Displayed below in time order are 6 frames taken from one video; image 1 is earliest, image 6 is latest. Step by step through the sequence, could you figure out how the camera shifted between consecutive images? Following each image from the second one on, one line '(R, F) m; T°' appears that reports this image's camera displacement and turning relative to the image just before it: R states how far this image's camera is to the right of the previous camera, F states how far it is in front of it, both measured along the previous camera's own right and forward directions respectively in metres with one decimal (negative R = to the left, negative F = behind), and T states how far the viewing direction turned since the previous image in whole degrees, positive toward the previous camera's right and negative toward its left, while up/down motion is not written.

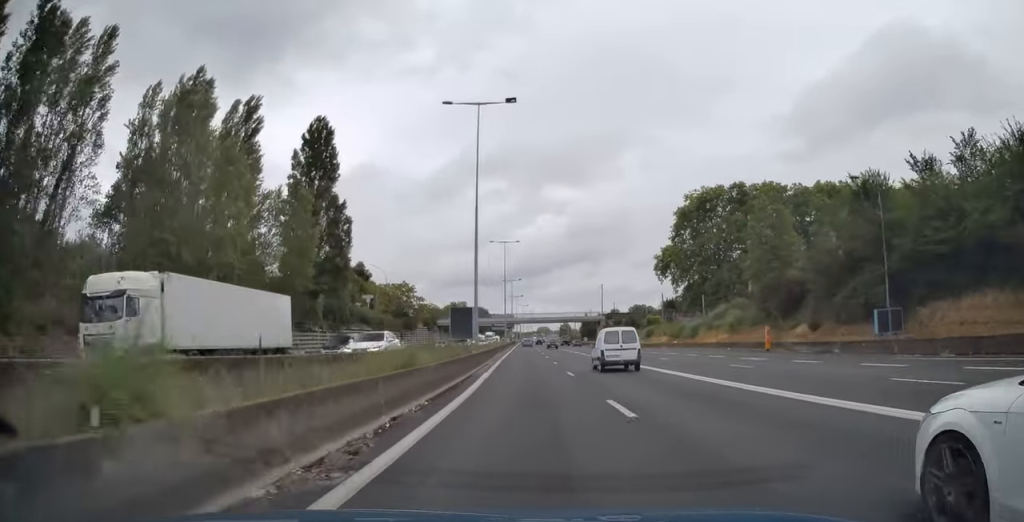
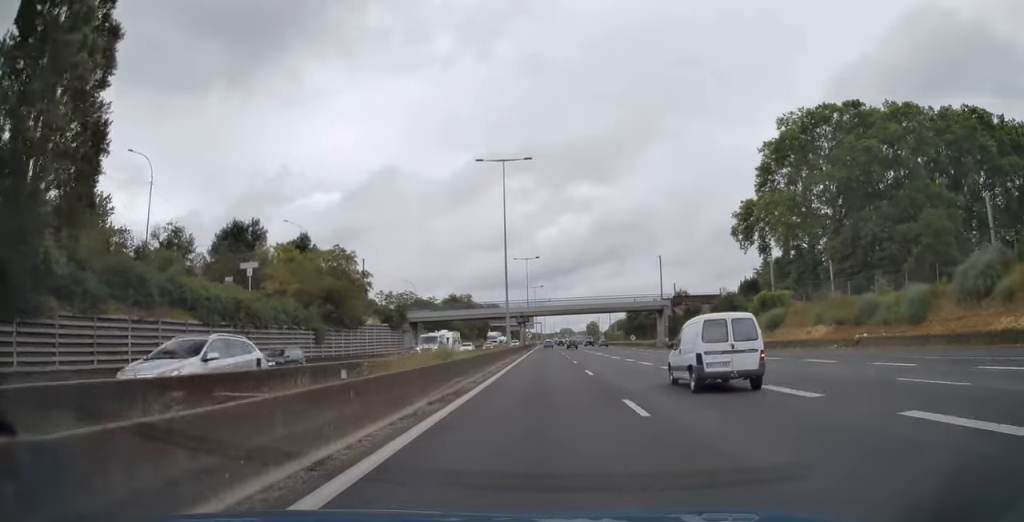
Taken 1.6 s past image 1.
(-1.3, +50.1) m; -3°
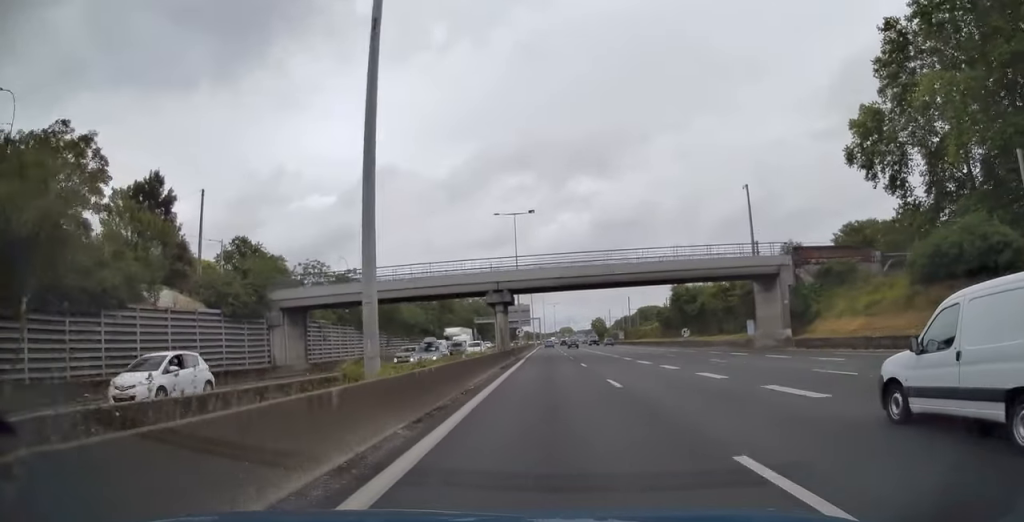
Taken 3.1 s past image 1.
(-0.9, +45.5) m; -2°
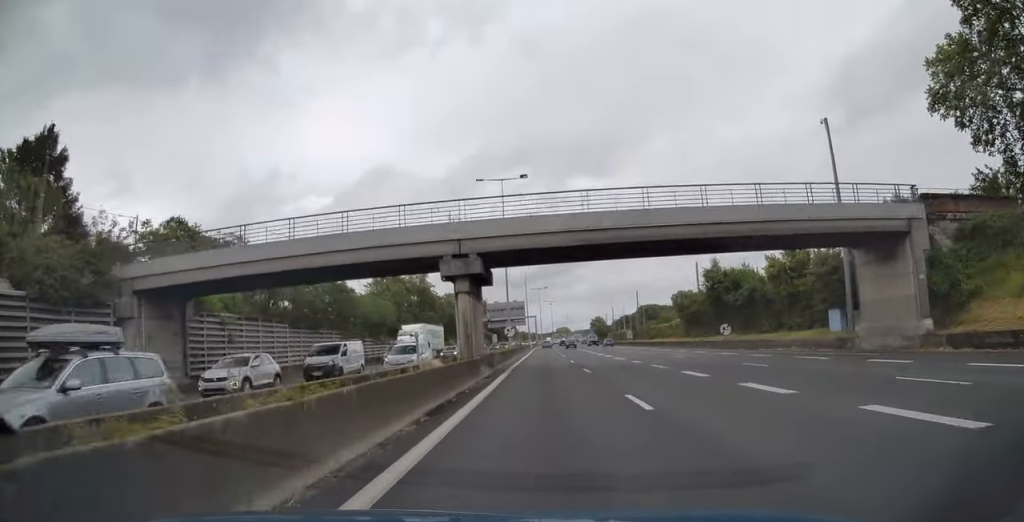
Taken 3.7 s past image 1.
(-0.2, +18.4) m; 0°
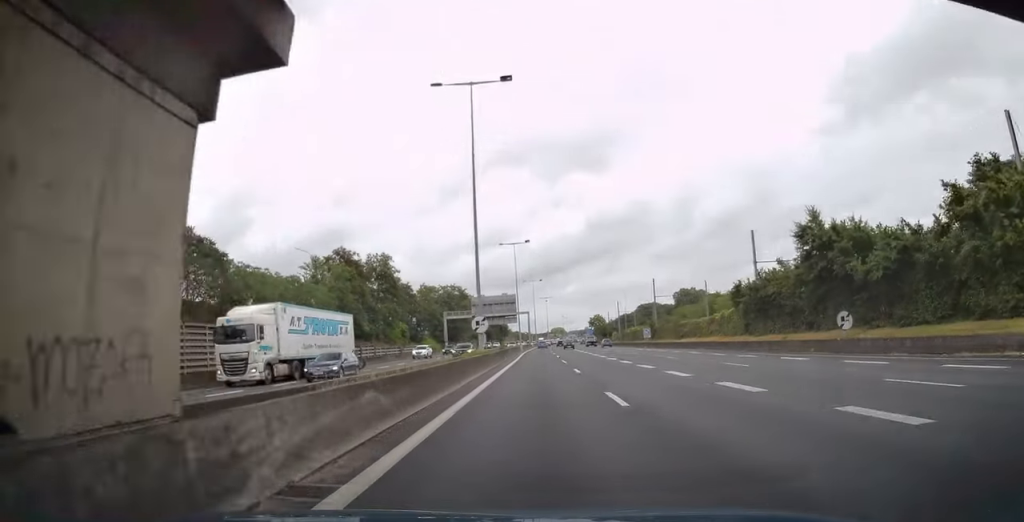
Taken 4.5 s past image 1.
(+0.1, +25.2) m; +1°
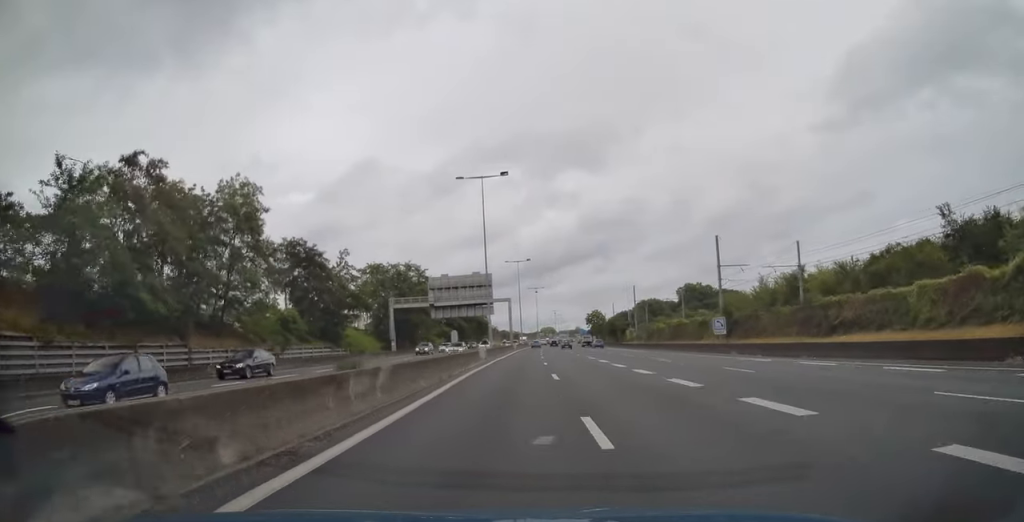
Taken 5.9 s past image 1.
(+0.5, +43.1) m; +1°
